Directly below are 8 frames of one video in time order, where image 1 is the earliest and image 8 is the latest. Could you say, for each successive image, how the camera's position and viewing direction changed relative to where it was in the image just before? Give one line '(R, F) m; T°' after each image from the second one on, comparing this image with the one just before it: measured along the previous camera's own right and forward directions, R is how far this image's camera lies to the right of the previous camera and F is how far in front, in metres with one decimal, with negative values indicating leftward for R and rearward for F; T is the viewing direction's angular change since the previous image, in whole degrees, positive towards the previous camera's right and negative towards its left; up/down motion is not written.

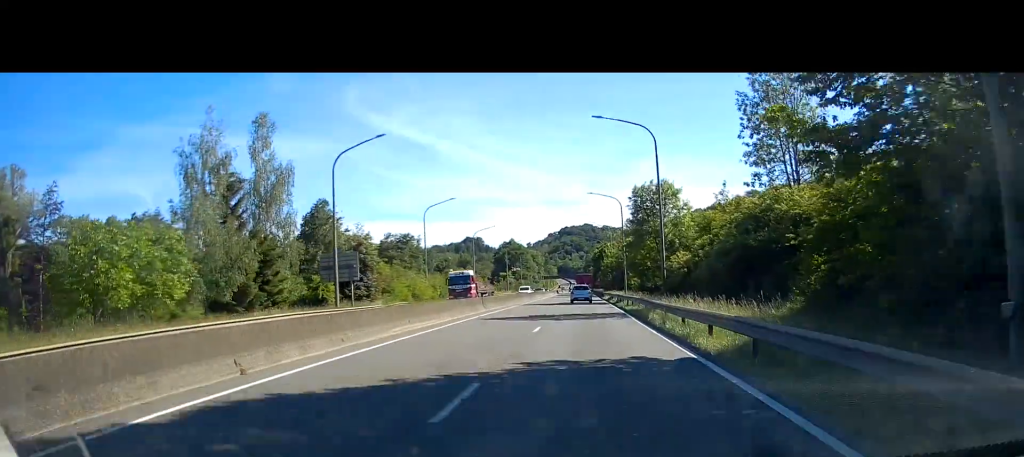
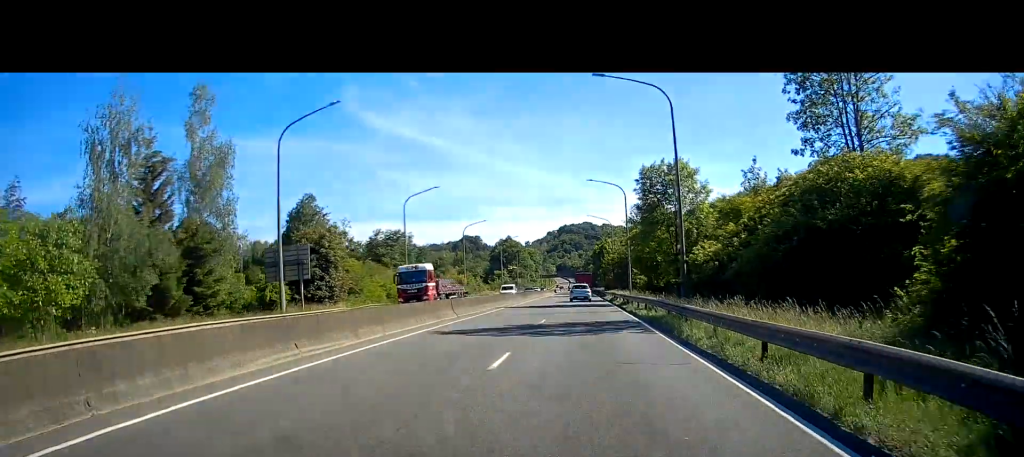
(-0.1, +8.6) m; 0°
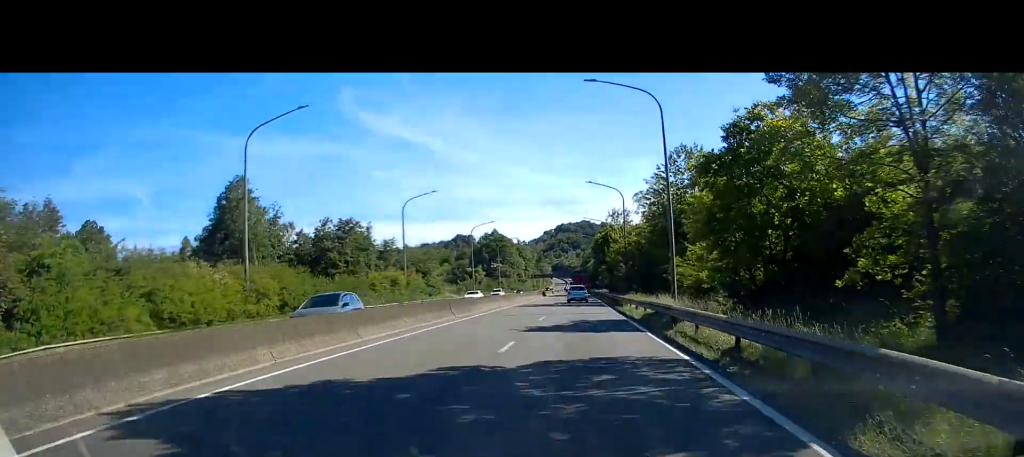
(+0.1, +34.1) m; 0°
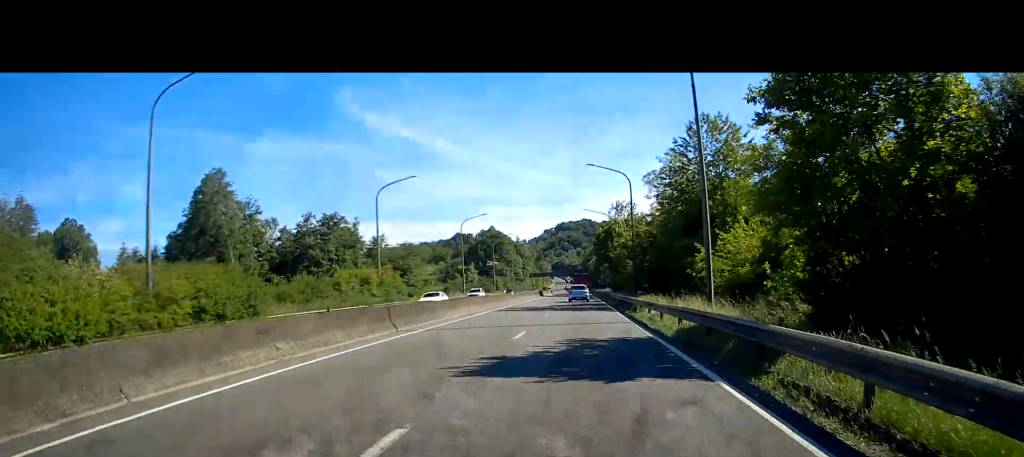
(0.0, +9.5) m; 0°
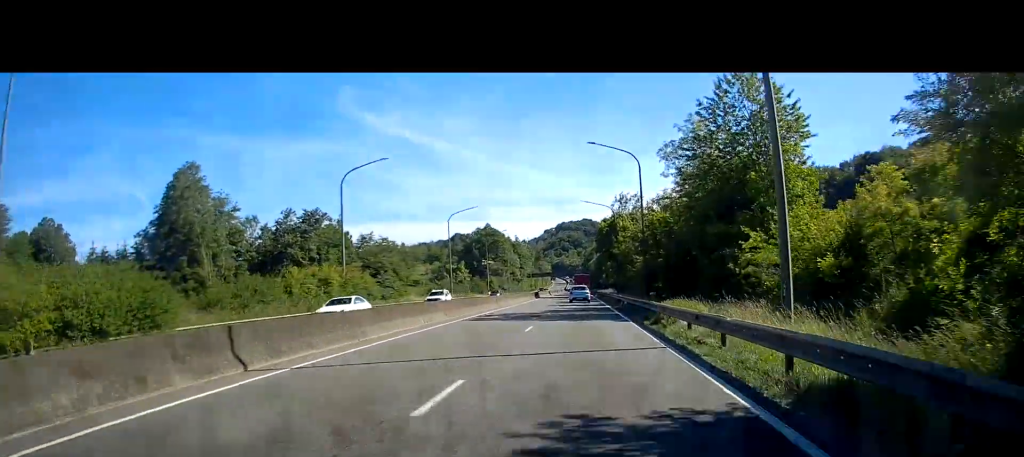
(0.0, +9.5) m; 0°
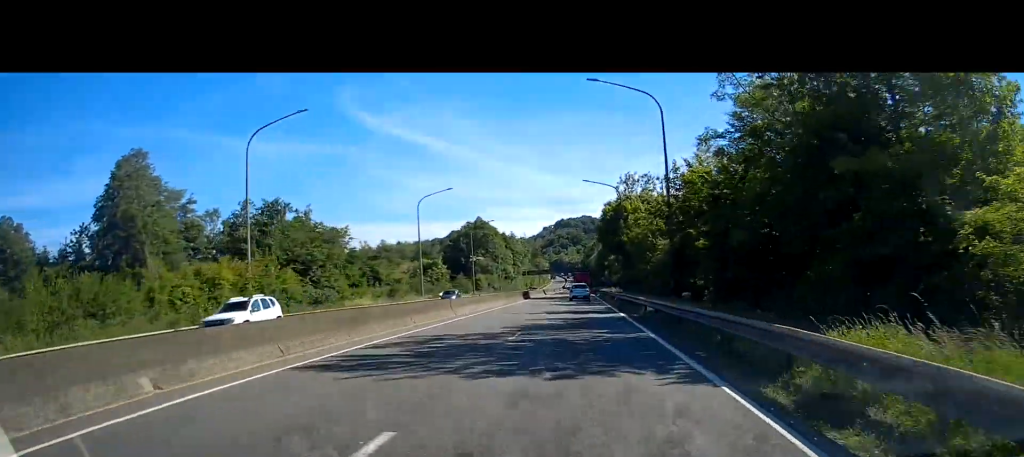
(0.0, +15.8) m; 0°
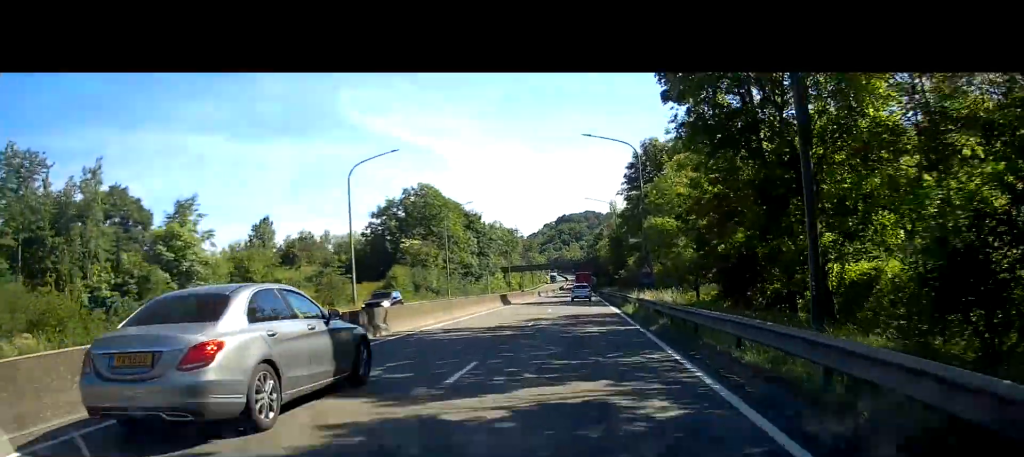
(-0.1, +57.7) m; 0°
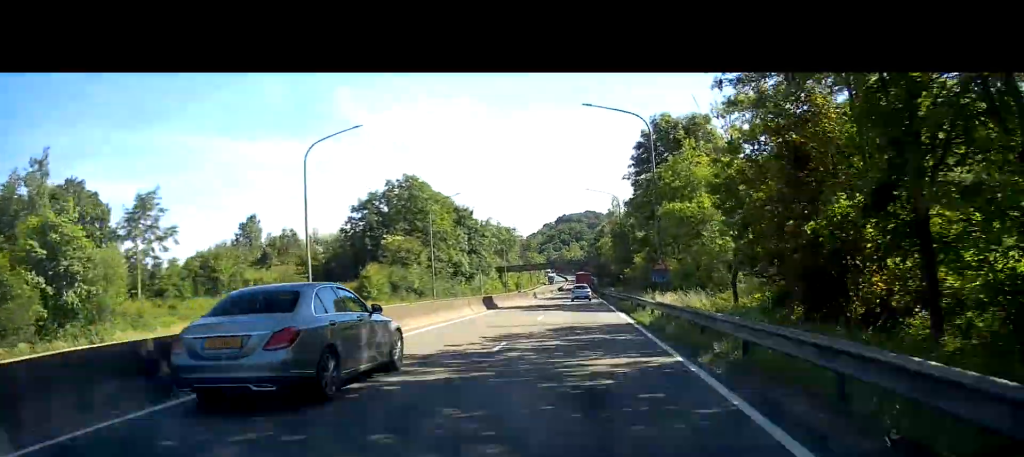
(0.0, +8.6) m; 0°
